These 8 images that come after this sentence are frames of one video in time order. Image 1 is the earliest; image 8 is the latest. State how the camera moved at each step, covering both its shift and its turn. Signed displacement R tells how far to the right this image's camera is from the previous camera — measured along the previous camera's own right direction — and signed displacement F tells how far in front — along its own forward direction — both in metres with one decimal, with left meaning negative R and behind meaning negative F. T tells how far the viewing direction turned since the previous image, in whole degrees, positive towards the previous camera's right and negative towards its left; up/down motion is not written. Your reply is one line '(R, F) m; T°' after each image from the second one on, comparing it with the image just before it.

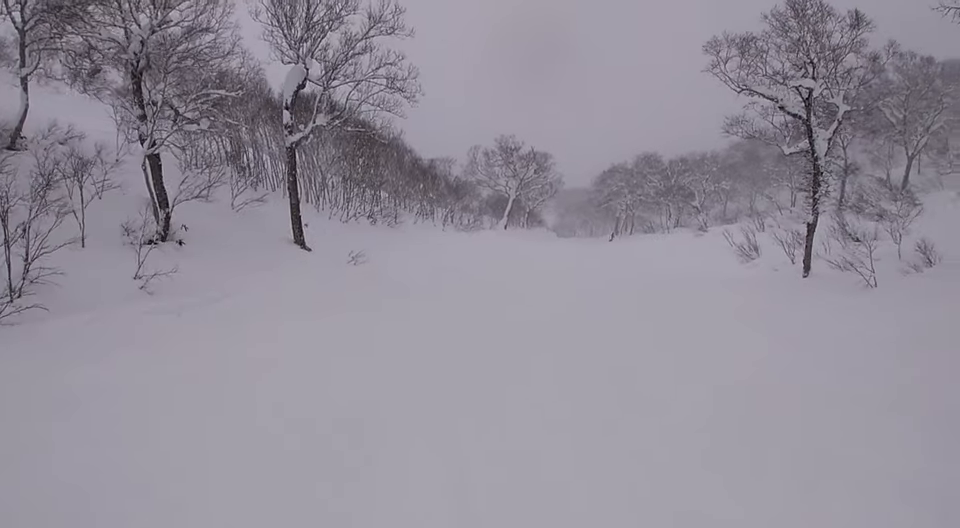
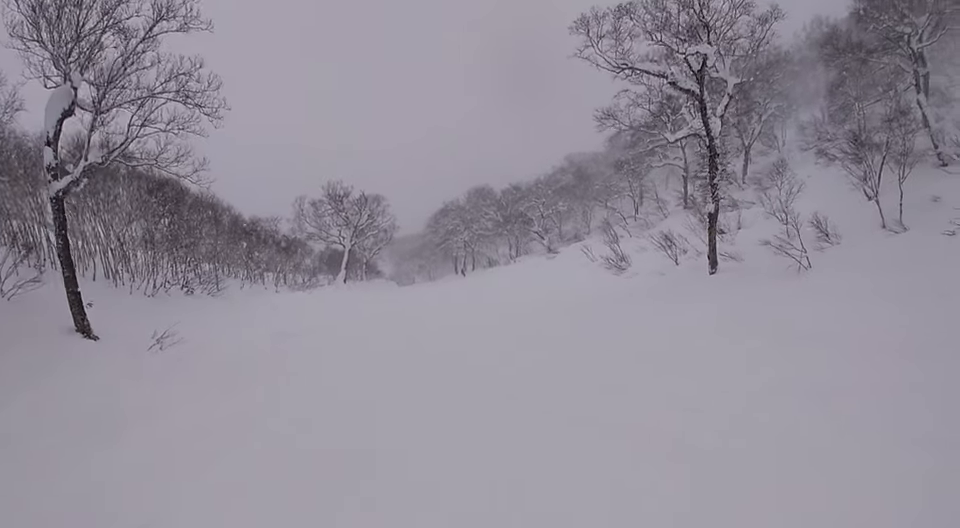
(-1.2, +5.2) m; +12°
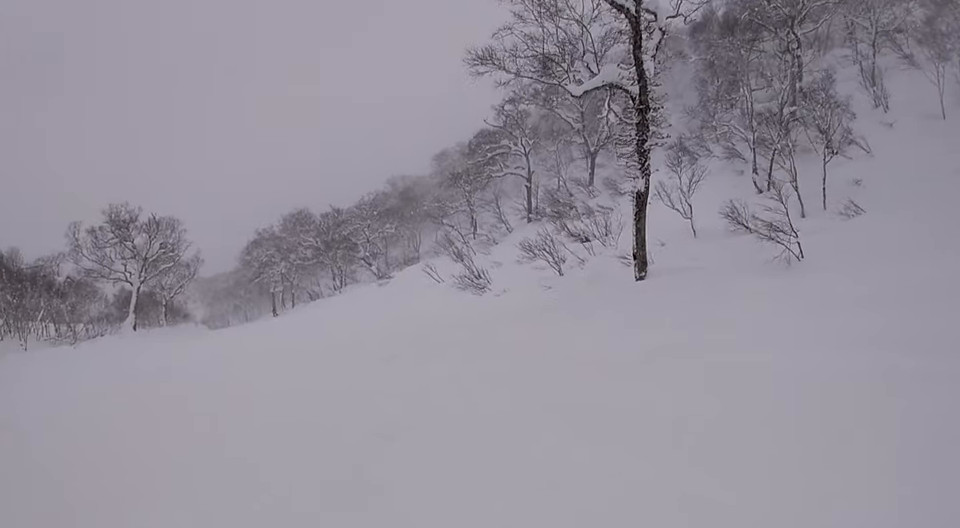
(+2.9, +7.3) m; +22°
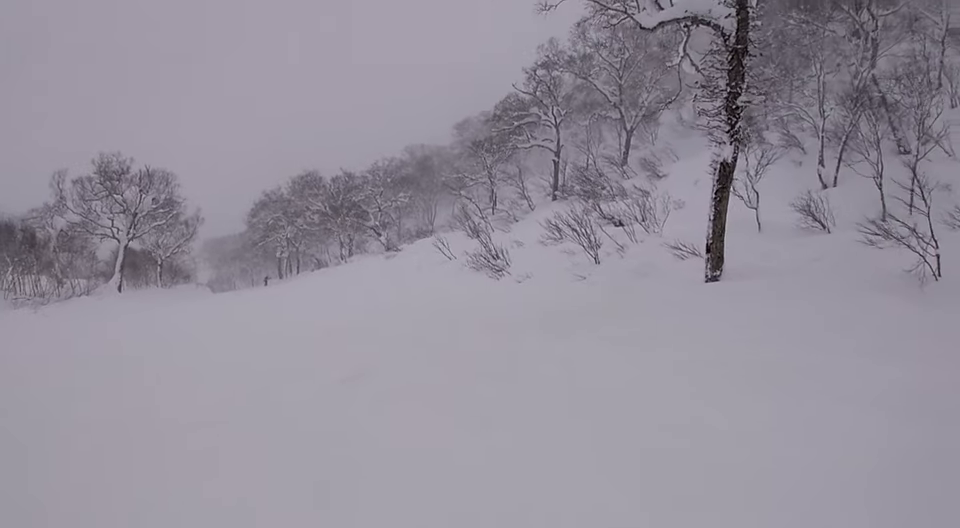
(0.0, +3.8) m; -6°
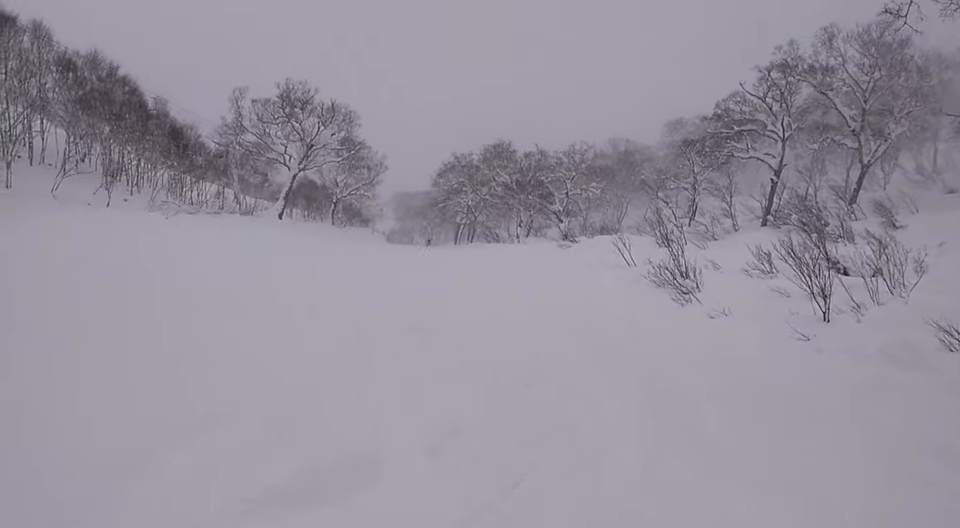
(0.0, +4.6) m; -10°
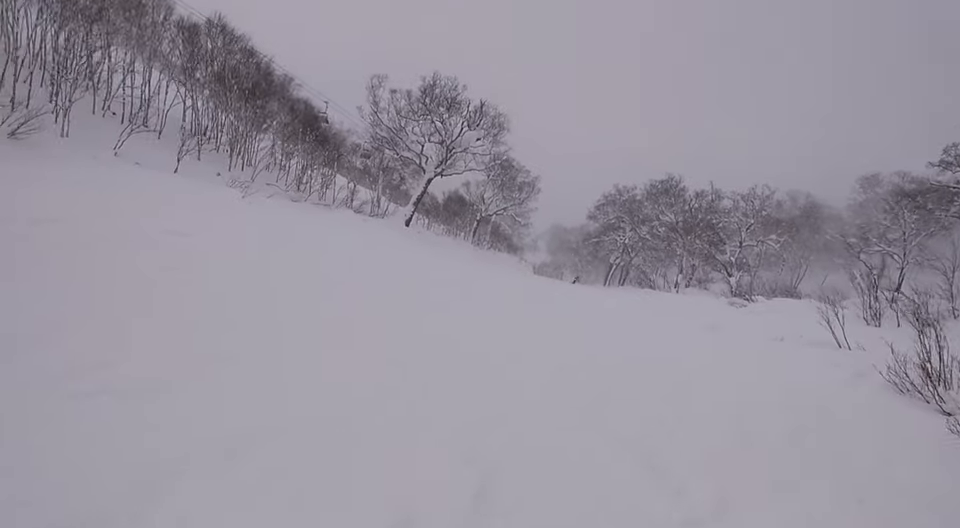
(-1.2, +6.8) m; -22°
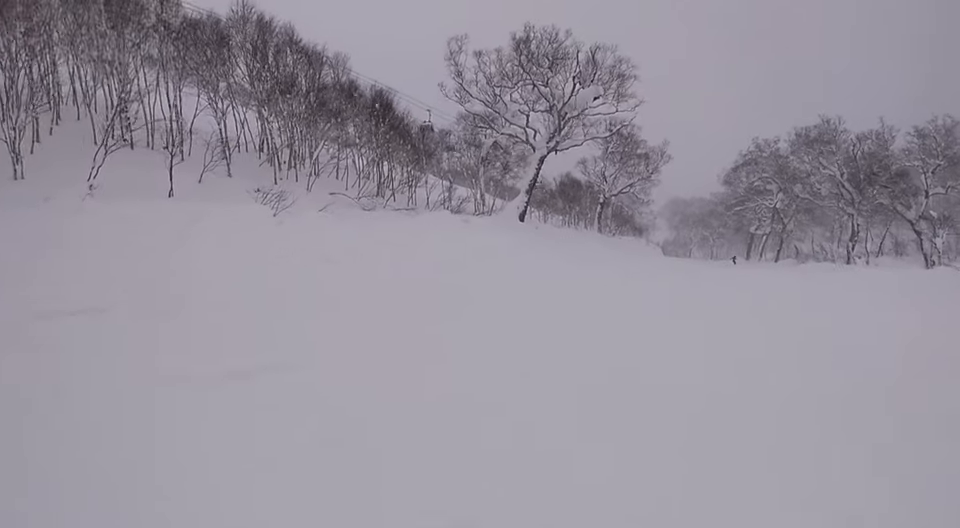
(-1.8, +7.4) m; -10°
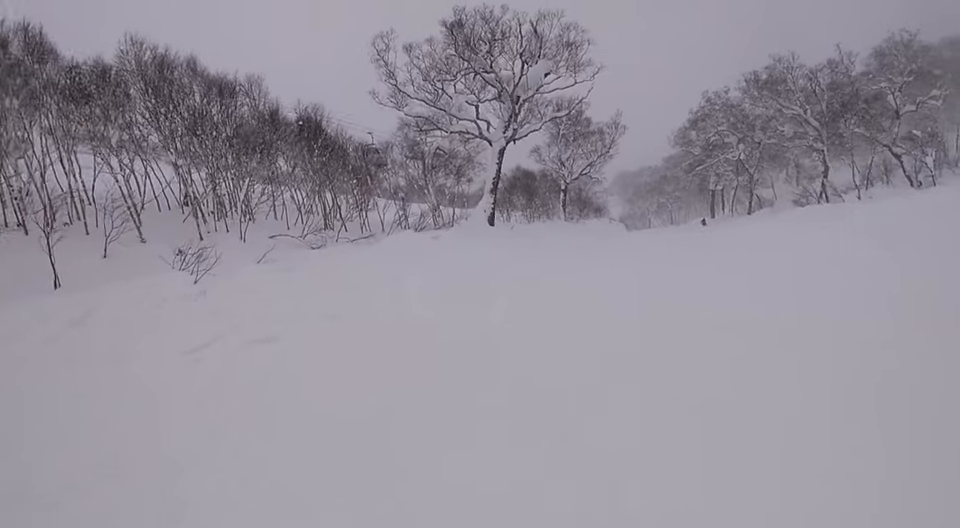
(0.0, +3.6) m; +7°
